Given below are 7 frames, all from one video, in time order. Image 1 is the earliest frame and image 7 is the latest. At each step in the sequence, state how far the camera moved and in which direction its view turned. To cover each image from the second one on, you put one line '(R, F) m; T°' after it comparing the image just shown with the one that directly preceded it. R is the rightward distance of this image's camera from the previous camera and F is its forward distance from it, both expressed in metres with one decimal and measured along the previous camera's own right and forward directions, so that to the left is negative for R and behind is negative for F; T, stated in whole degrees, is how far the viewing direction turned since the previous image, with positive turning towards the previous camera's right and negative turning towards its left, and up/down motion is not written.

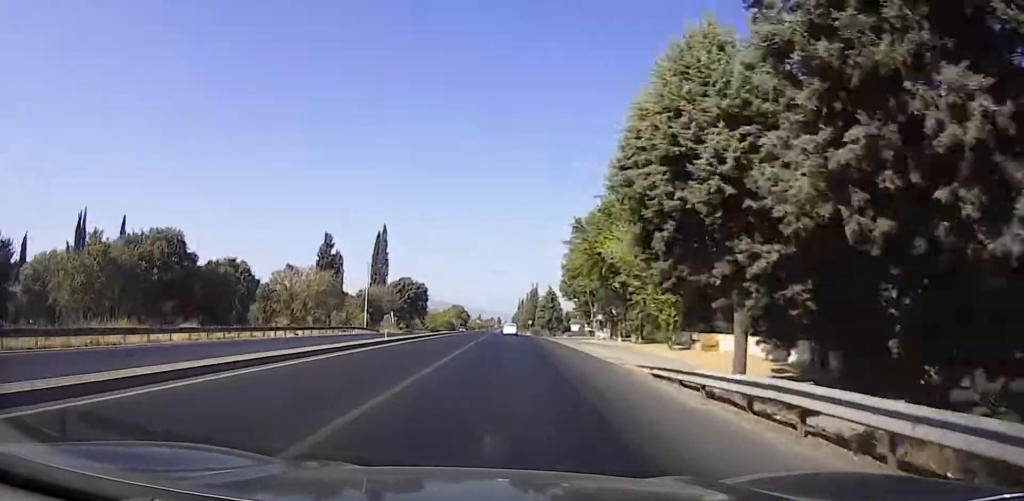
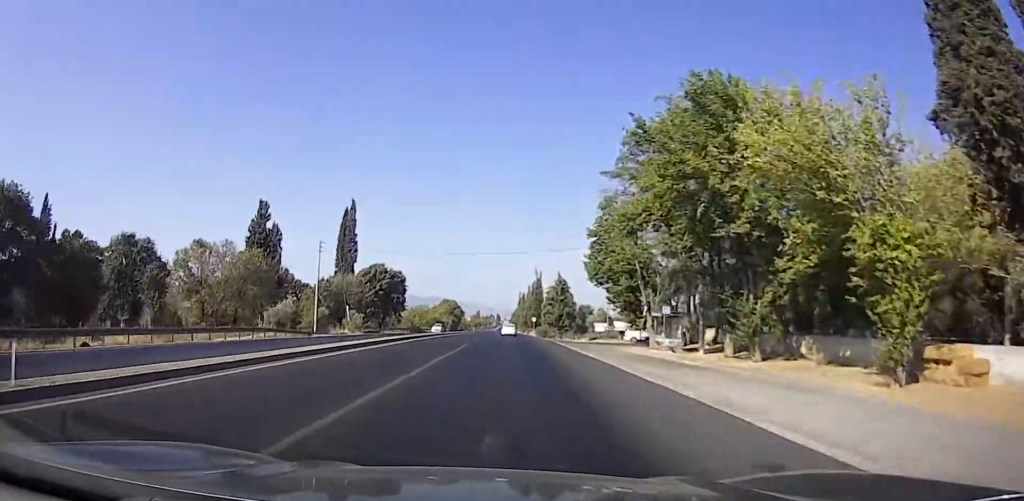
(0.0, +25.7) m; 0°
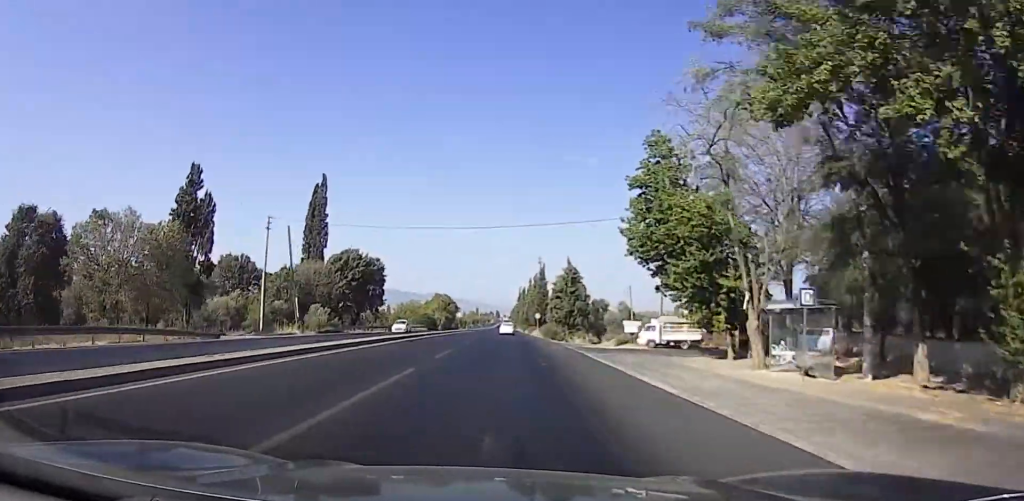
(0.0, +16.5) m; 0°
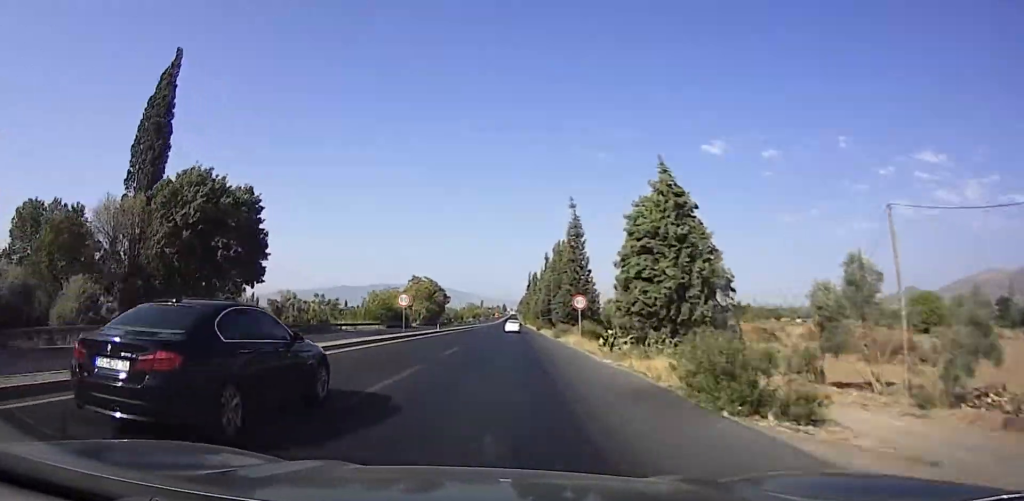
(0.0, +44.6) m; 0°
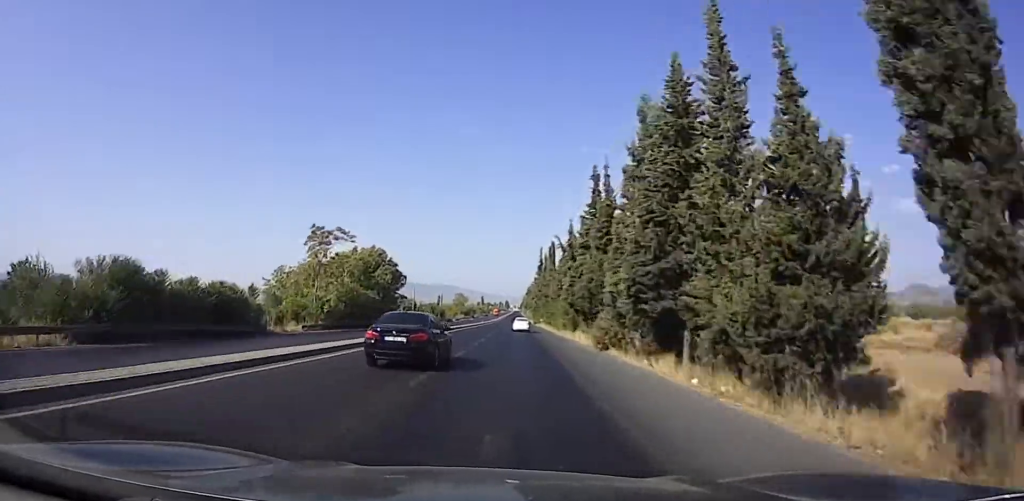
(+0.1, +58.2) m; 0°
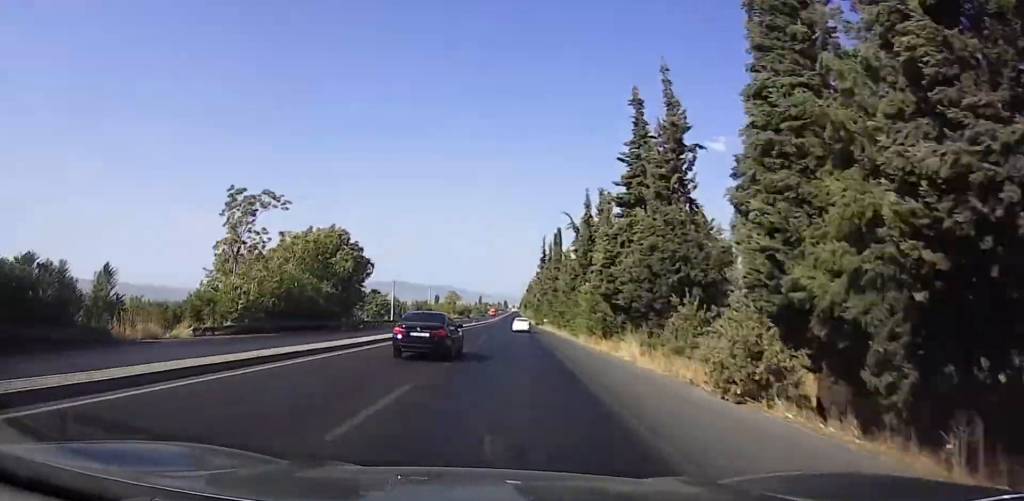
(0.0, +17.9) m; 0°
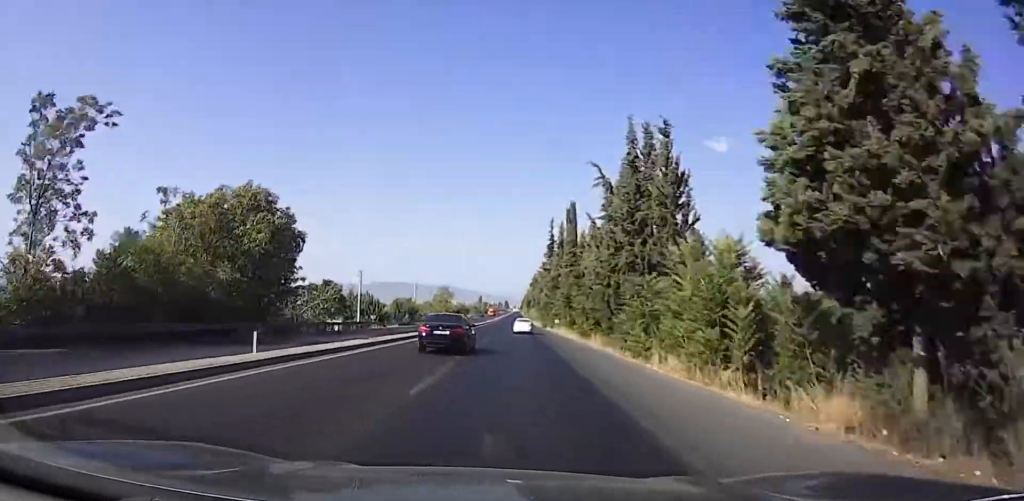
(0.0, +22.6) m; 0°
